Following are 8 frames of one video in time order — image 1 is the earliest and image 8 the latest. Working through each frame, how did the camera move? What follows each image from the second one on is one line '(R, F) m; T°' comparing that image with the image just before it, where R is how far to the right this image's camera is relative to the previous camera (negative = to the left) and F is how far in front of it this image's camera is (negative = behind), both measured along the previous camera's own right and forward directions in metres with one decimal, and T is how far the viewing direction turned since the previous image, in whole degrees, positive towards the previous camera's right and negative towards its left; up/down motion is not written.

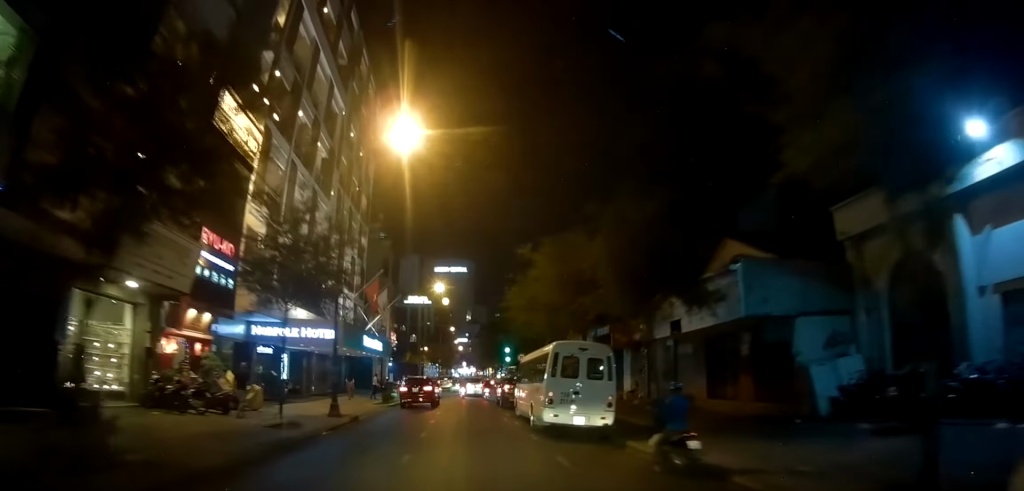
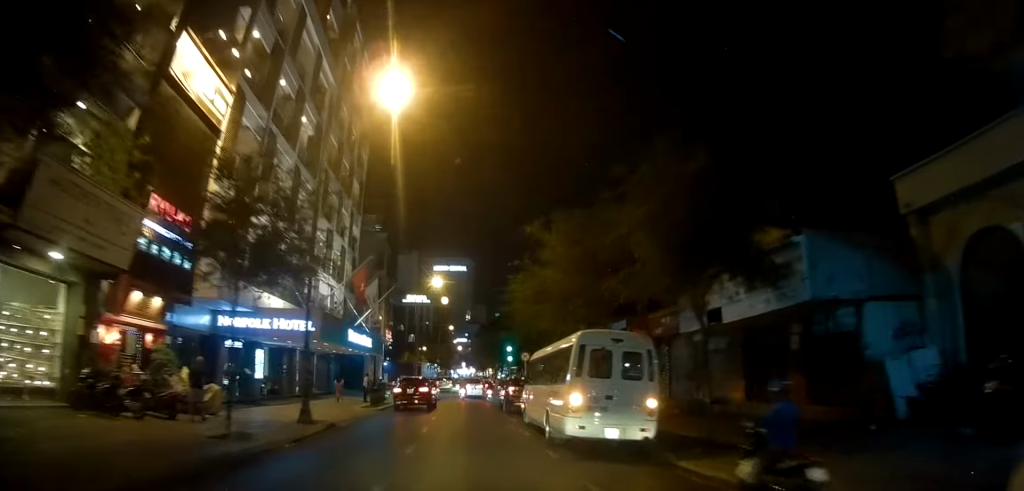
(-0.3, +3.1) m; 0°
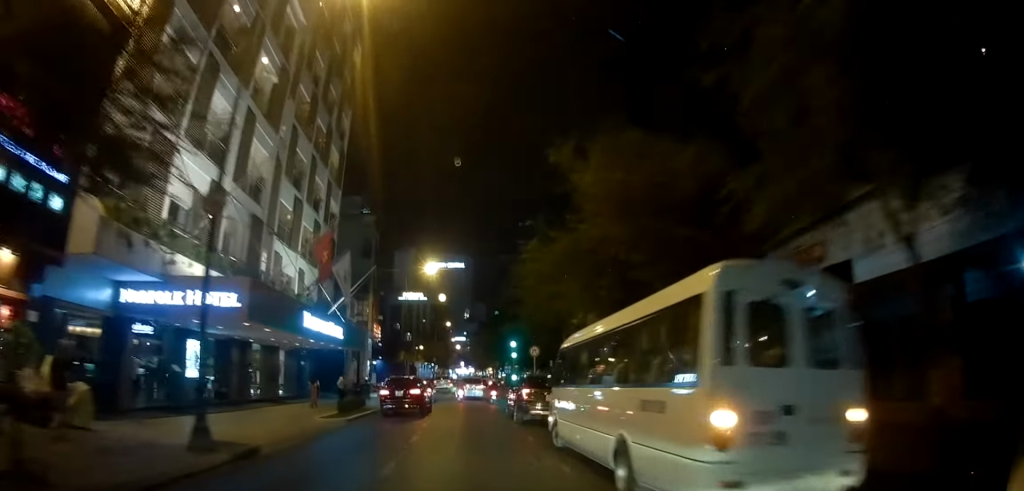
(+0.5, +5.9) m; +1°
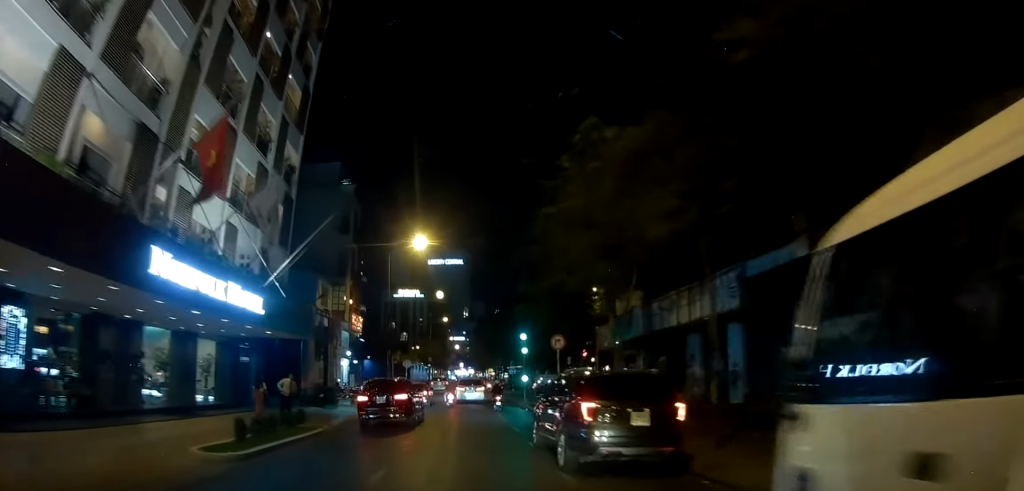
(-0.3, +8.7) m; +2°
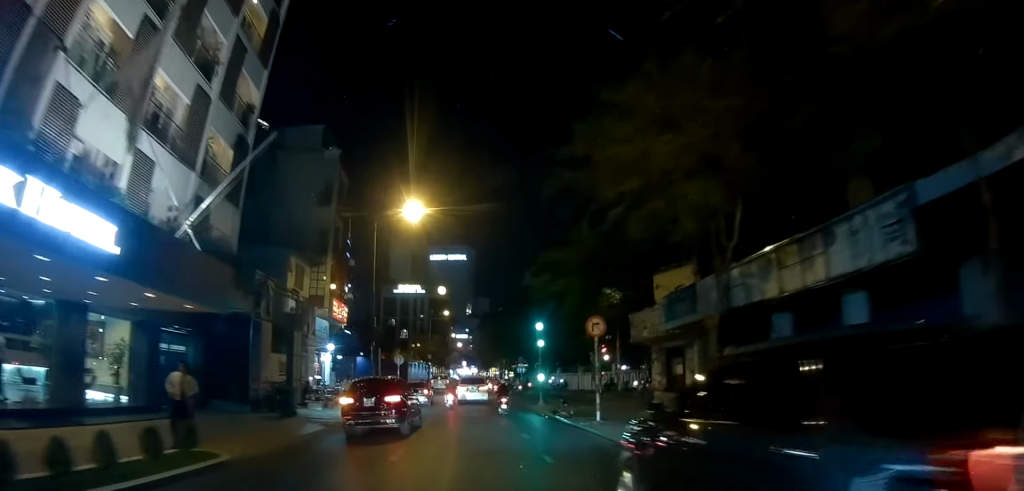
(+0.6, +6.5) m; +5°
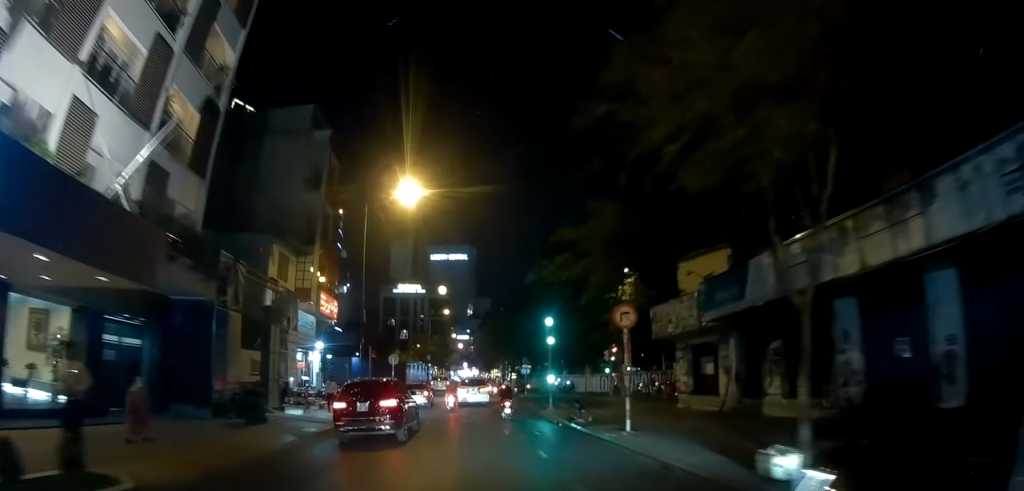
(0.0, +3.2) m; -2°
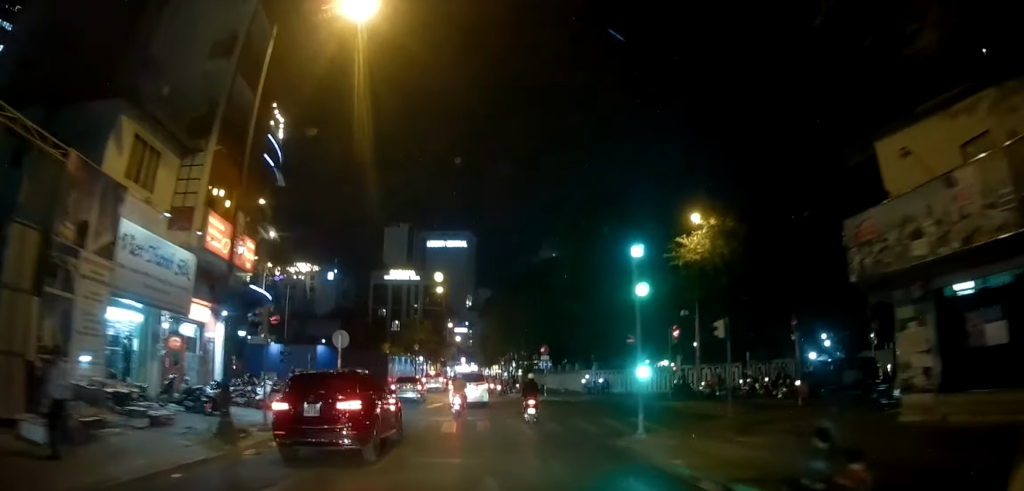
(-0.4, +13.9) m; -1°
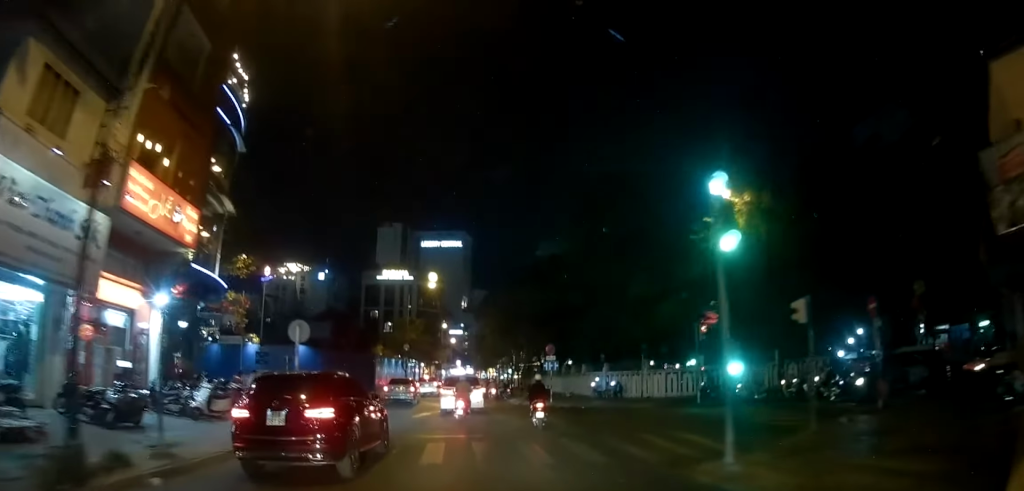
(+0.1, +4.5) m; -1°
